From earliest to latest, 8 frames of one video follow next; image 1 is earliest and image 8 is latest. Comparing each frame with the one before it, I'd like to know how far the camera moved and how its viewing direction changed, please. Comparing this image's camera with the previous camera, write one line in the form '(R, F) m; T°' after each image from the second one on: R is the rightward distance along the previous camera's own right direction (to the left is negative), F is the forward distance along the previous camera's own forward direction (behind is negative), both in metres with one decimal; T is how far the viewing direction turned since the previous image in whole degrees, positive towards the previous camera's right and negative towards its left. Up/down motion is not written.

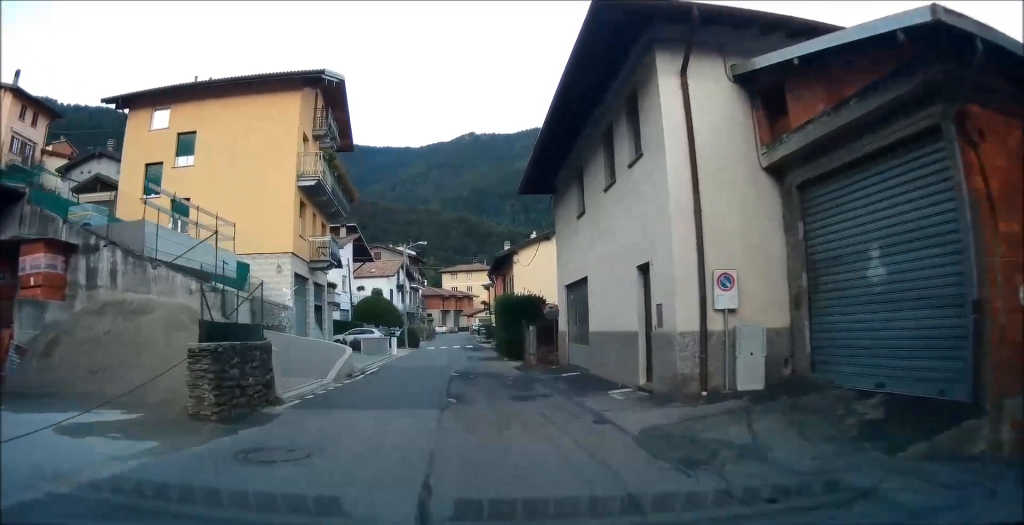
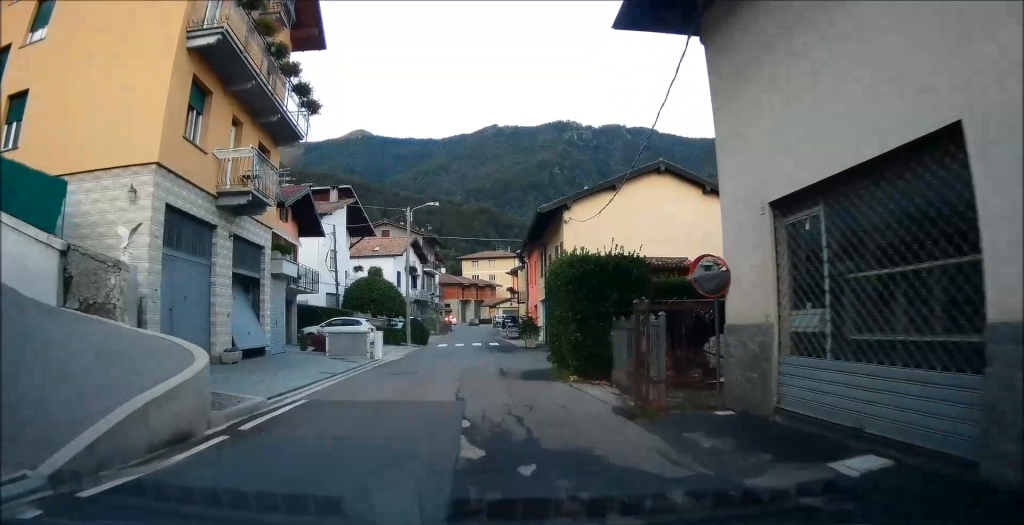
(+0.3, +12.7) m; +1°
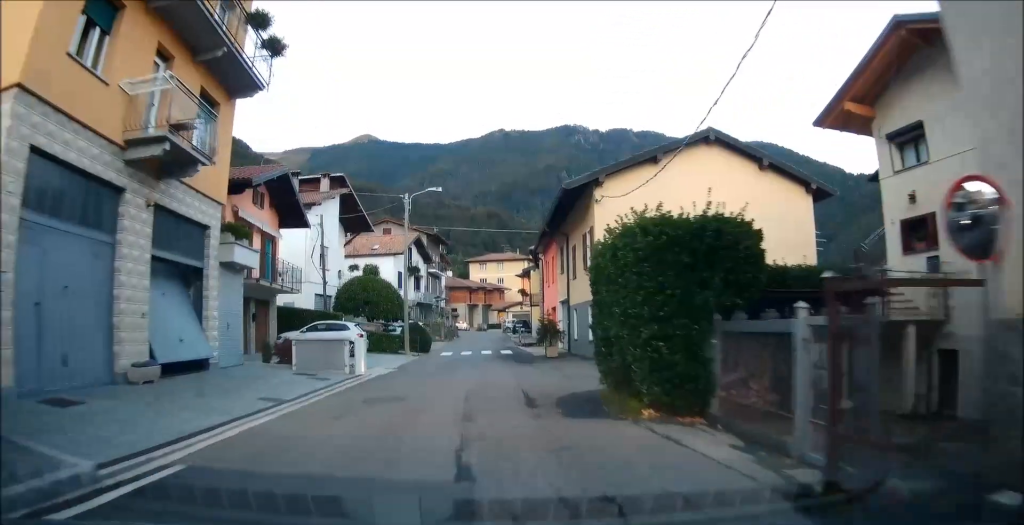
(-0.2, +5.2) m; 0°
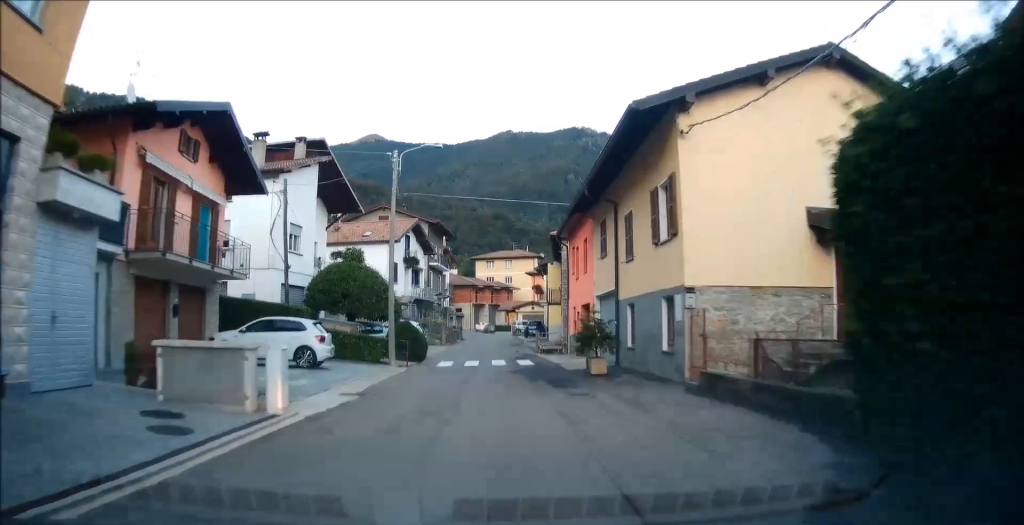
(+0.3, +8.2) m; -1°
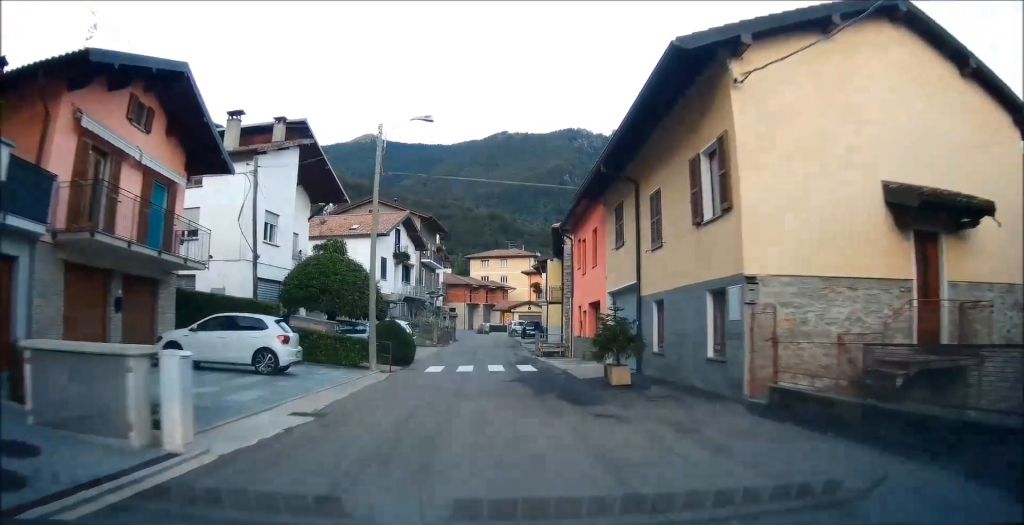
(-0.2, +3.3) m; -2°
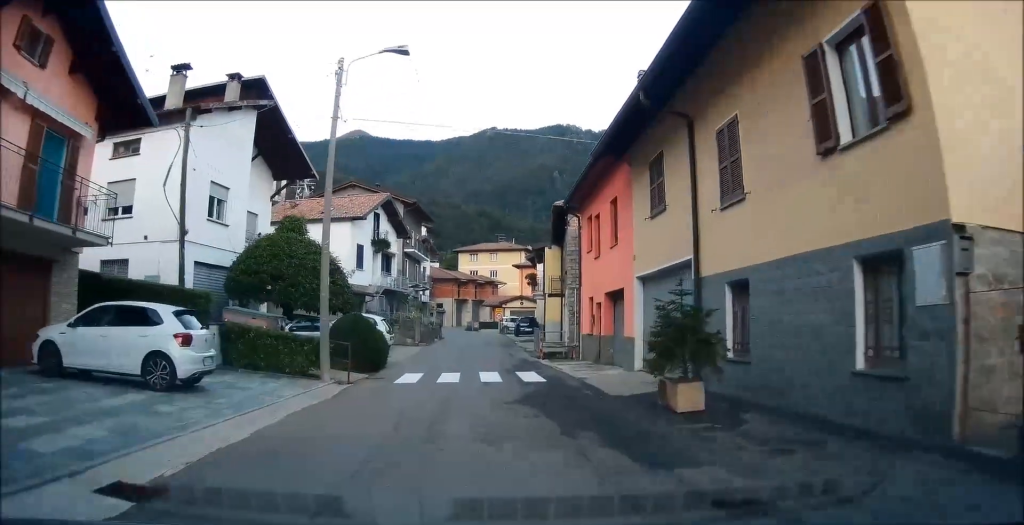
(-0.1, +5.2) m; 0°
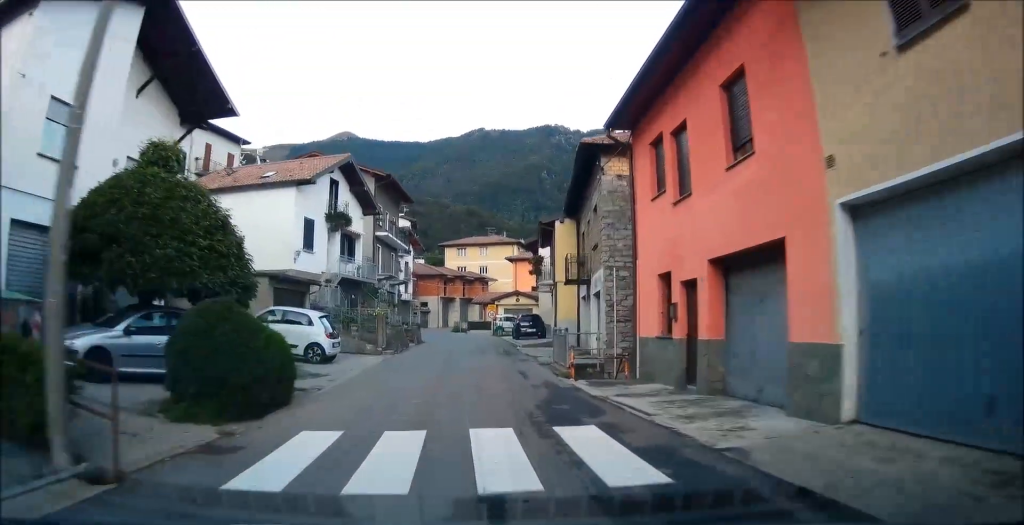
(+0.5, +9.8) m; +6°
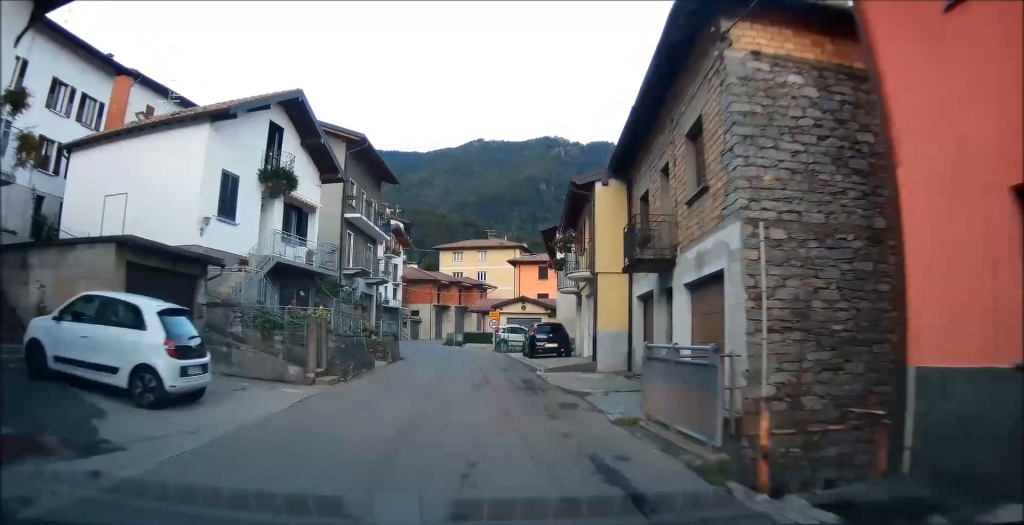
(0.0, +9.9) m; -4°
